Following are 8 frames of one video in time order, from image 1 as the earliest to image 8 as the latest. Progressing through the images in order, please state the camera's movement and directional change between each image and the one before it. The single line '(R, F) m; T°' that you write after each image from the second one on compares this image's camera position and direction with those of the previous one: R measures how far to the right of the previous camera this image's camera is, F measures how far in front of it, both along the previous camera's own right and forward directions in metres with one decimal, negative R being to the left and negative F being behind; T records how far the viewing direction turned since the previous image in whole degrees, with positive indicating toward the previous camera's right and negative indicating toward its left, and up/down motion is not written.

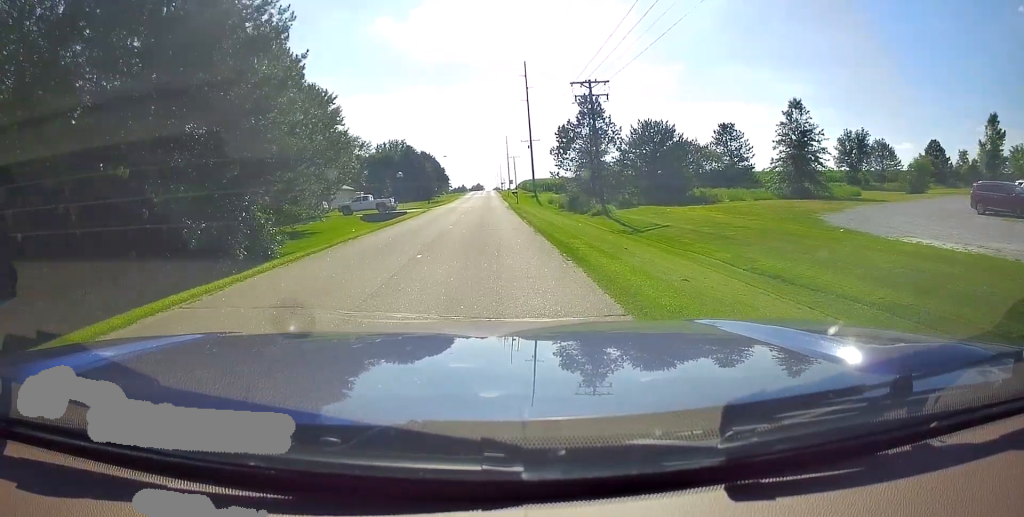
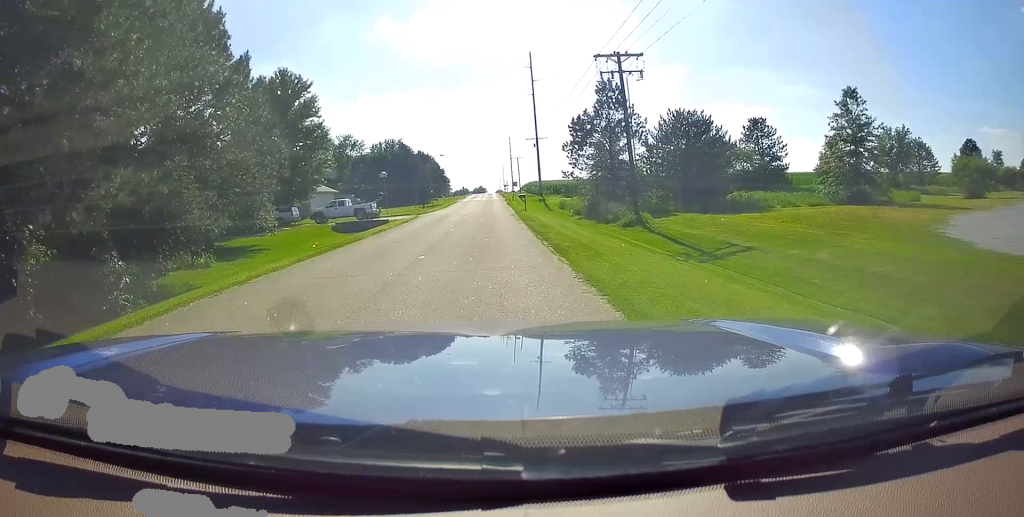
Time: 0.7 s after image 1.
(0.0, +10.1) m; 0°
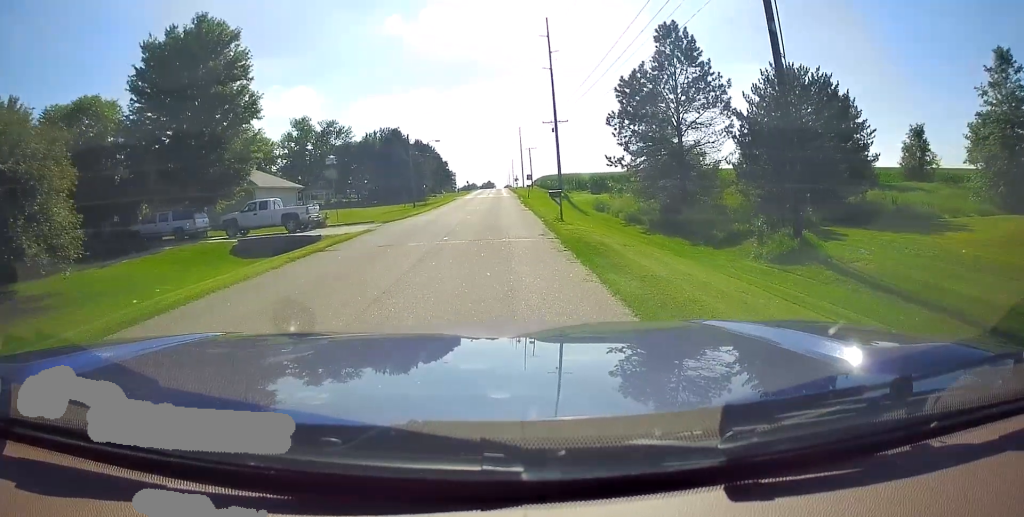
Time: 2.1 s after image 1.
(0.0, +18.7) m; 0°
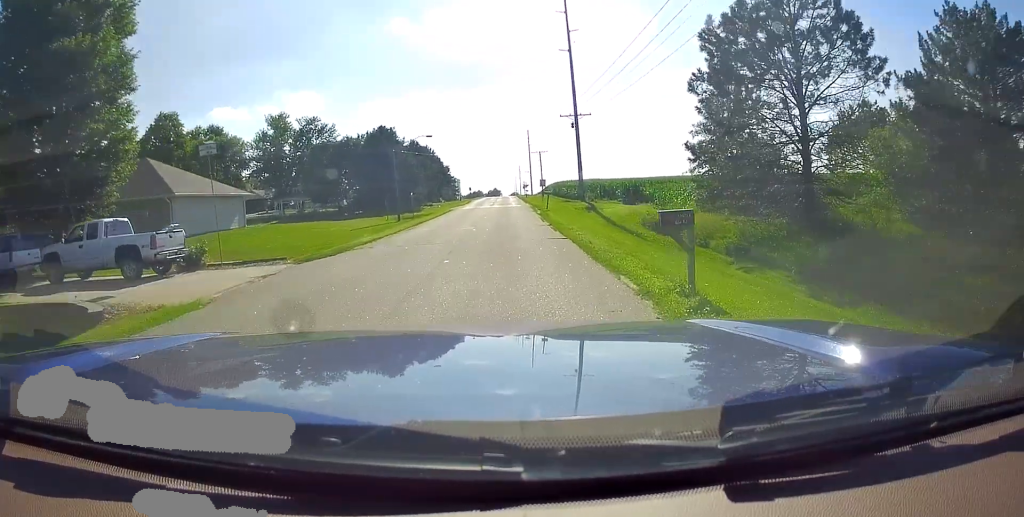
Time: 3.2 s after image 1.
(0.0, +15.8) m; 0°
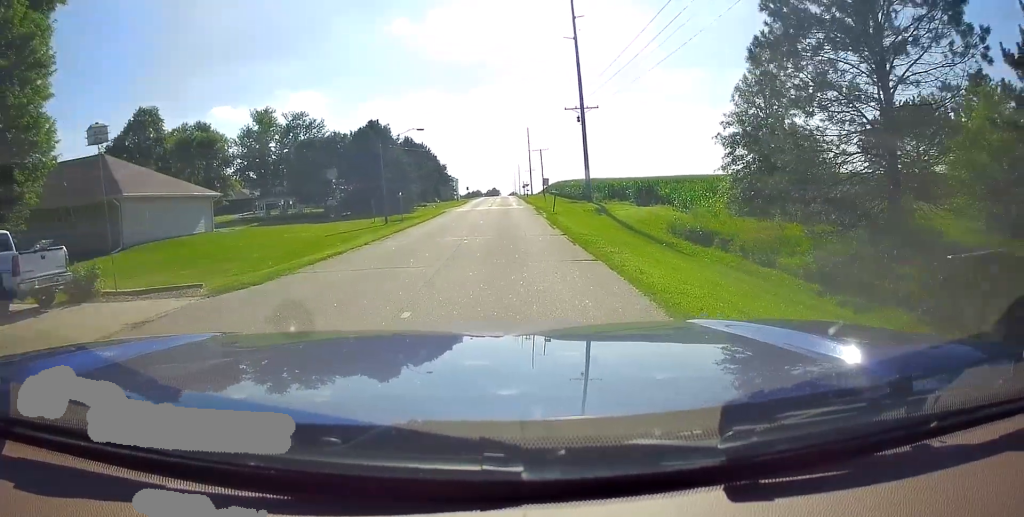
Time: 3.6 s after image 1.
(0.0, +5.9) m; 0°
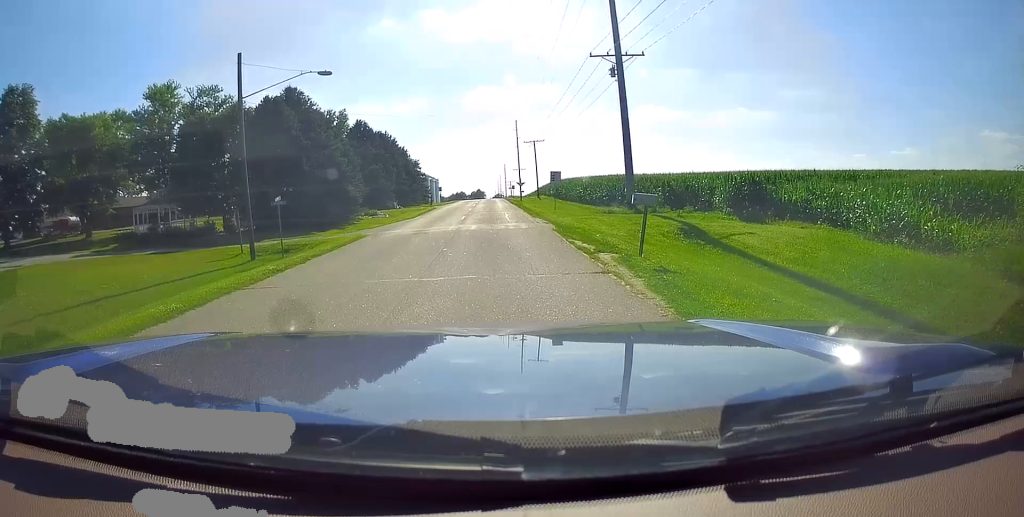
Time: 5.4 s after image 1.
(0.0, +25.9) m; 0°
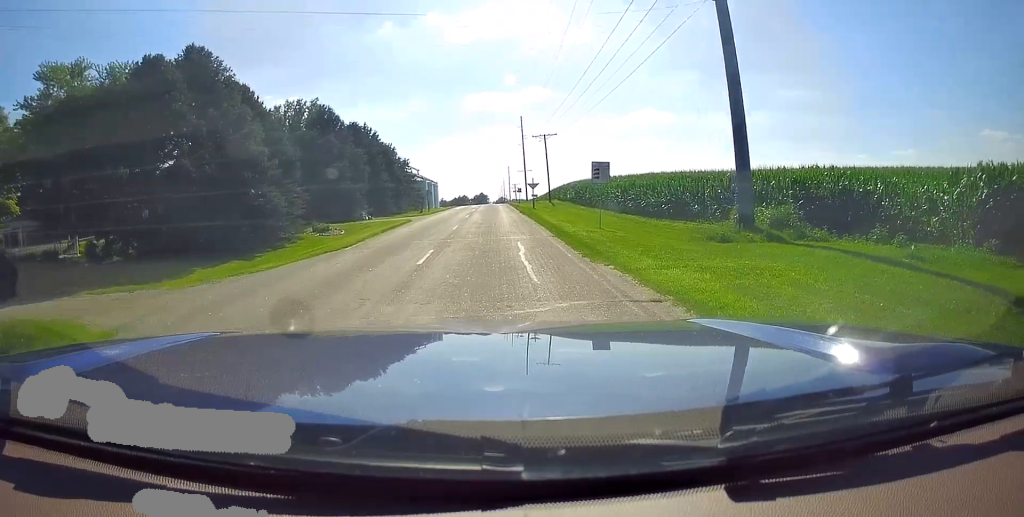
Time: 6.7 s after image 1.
(0.0, +17.6) m; +1°
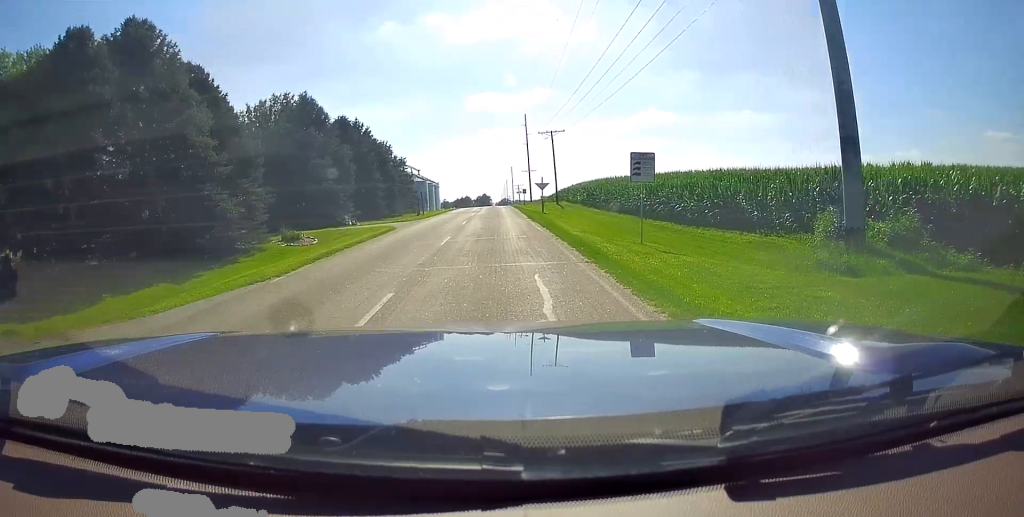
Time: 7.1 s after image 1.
(-0.1, +6.7) m; +1°
